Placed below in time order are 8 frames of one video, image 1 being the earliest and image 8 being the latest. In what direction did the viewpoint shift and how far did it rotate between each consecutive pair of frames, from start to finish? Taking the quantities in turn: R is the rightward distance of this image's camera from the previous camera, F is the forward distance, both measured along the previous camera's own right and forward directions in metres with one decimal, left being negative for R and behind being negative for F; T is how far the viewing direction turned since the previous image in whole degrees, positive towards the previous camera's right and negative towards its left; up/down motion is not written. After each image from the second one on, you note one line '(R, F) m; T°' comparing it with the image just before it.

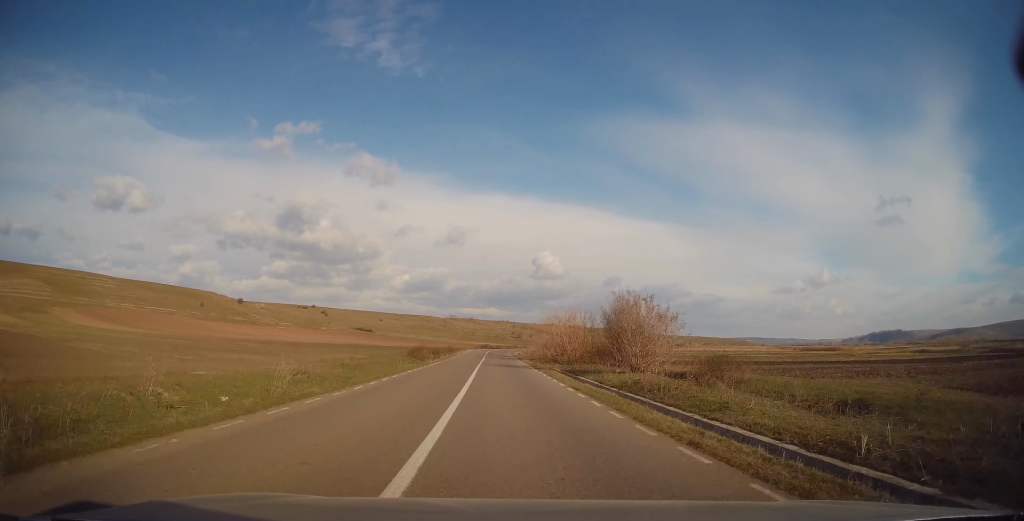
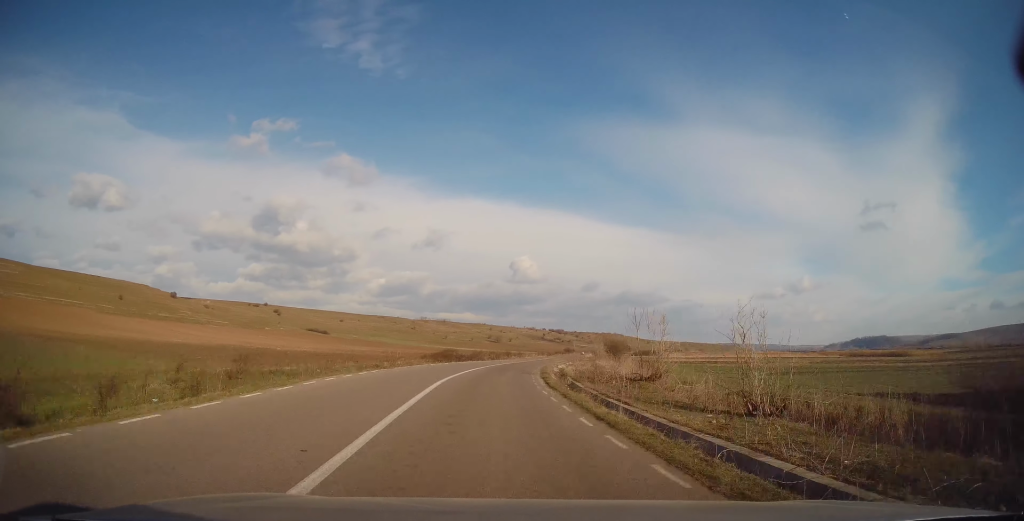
(+2.4, +73.8) m; +4°
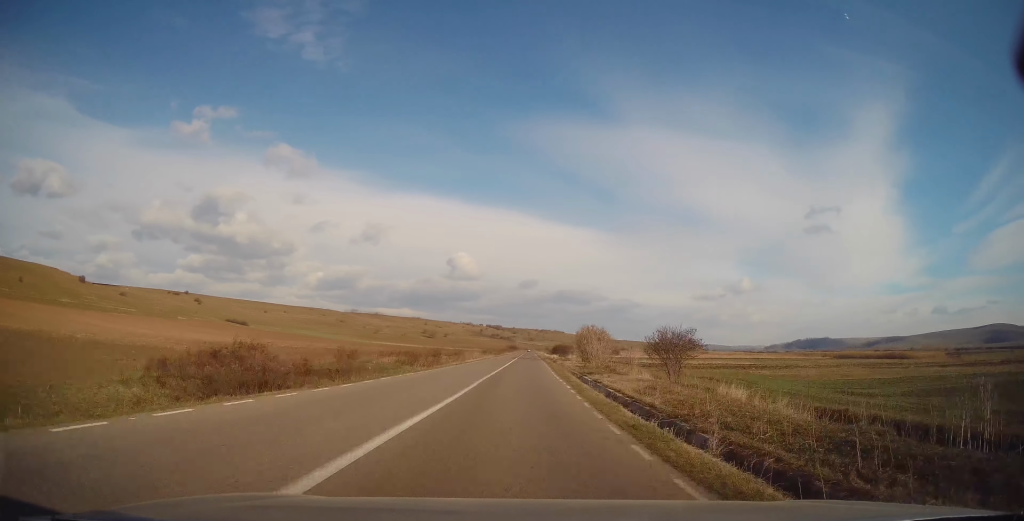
(+1.9, +38.5) m; +7°
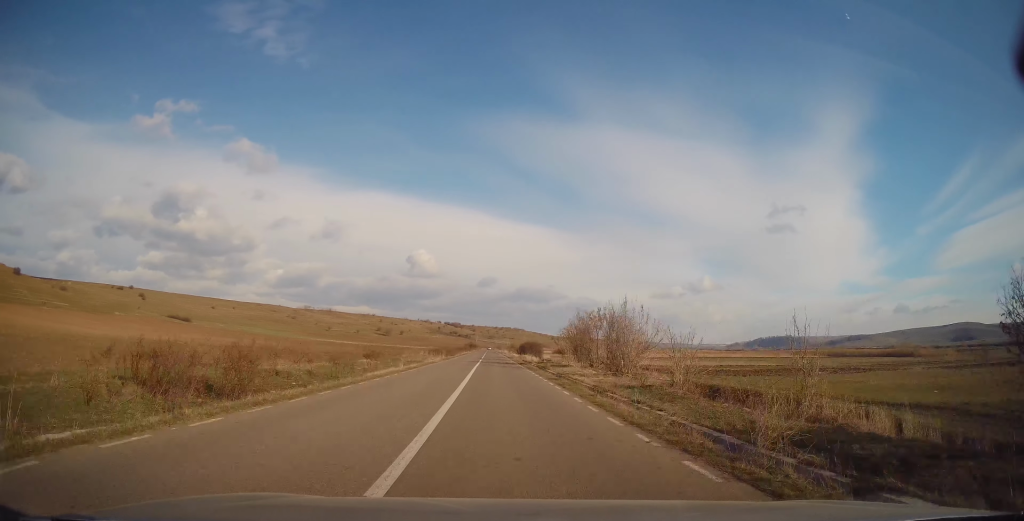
(+1.1, +27.2) m; +3°
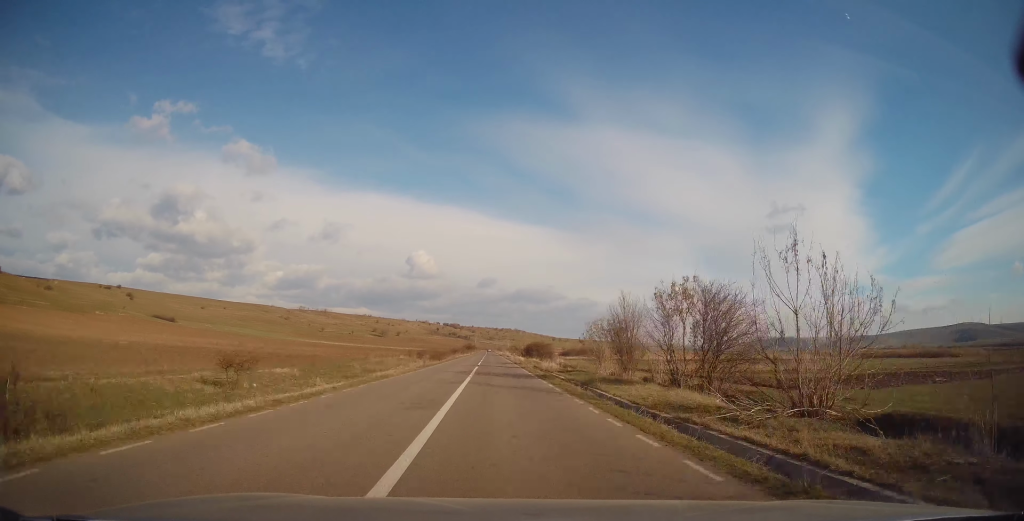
(+0.1, +17.8) m; 0°
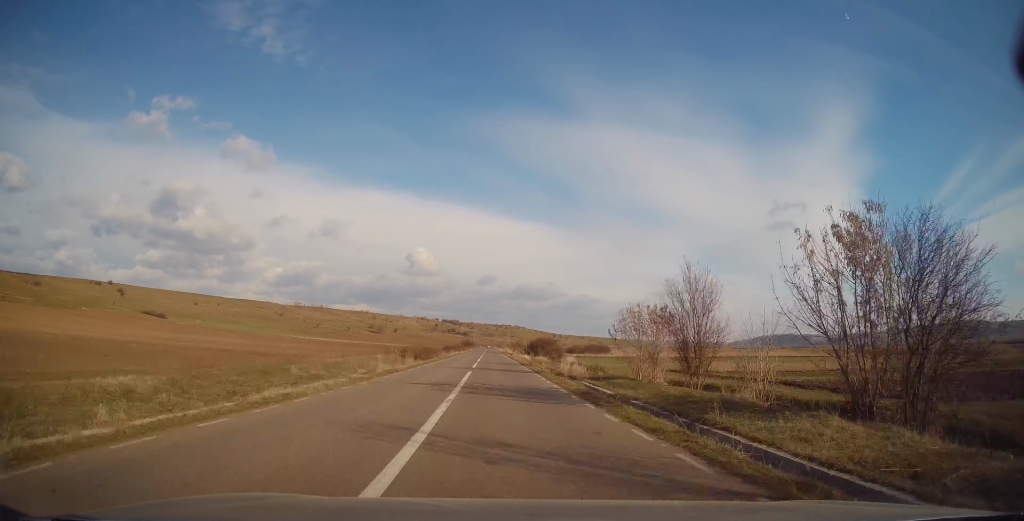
(0.0, +11.0) m; 0°
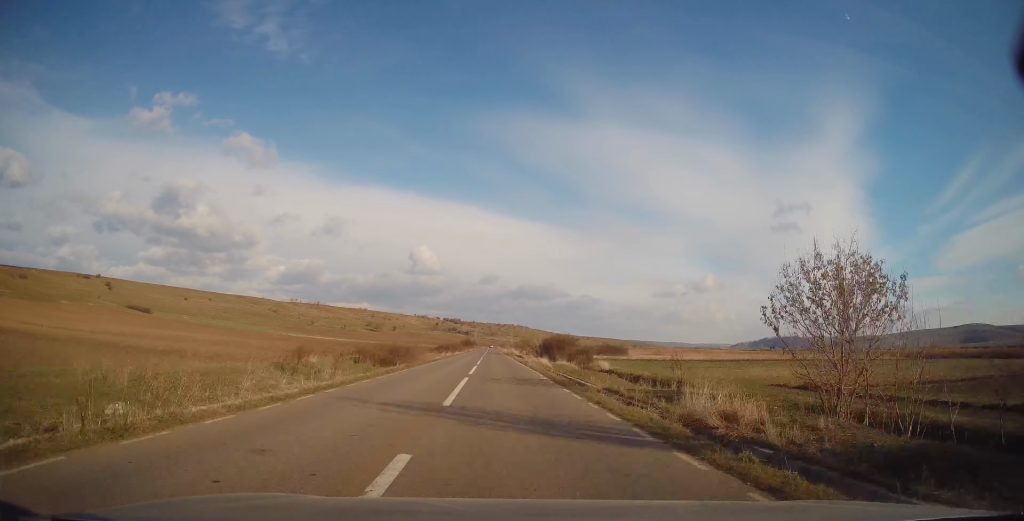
(+0.1, +19.6) m; 0°
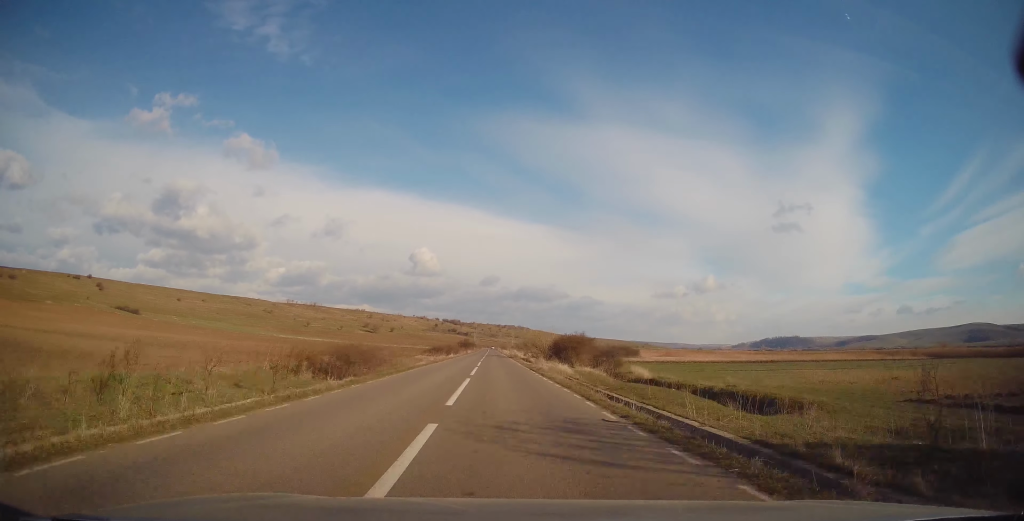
(0.0, +12.5) m; 0°
